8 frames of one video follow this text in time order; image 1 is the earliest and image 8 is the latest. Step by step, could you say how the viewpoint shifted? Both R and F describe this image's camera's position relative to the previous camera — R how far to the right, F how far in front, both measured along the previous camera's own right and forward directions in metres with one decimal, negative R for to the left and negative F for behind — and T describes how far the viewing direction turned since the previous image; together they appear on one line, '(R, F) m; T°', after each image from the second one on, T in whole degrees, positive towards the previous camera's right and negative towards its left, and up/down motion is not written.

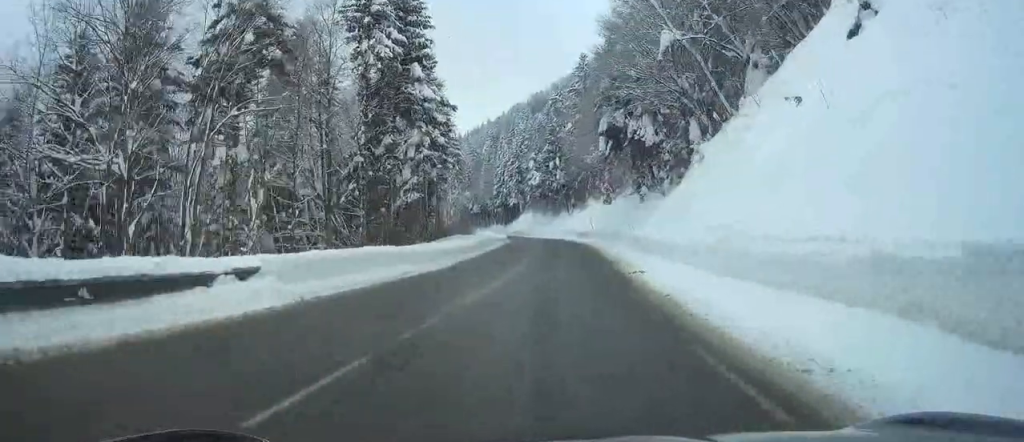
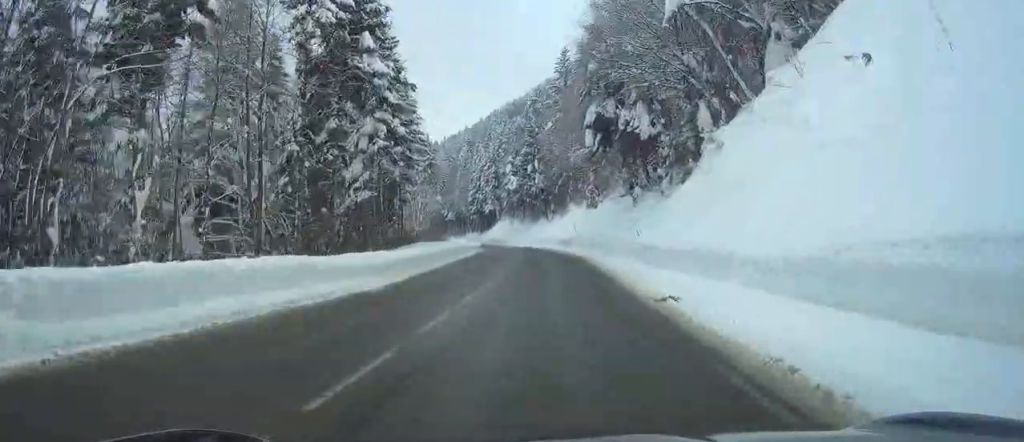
(+0.3, +7.8) m; +1°
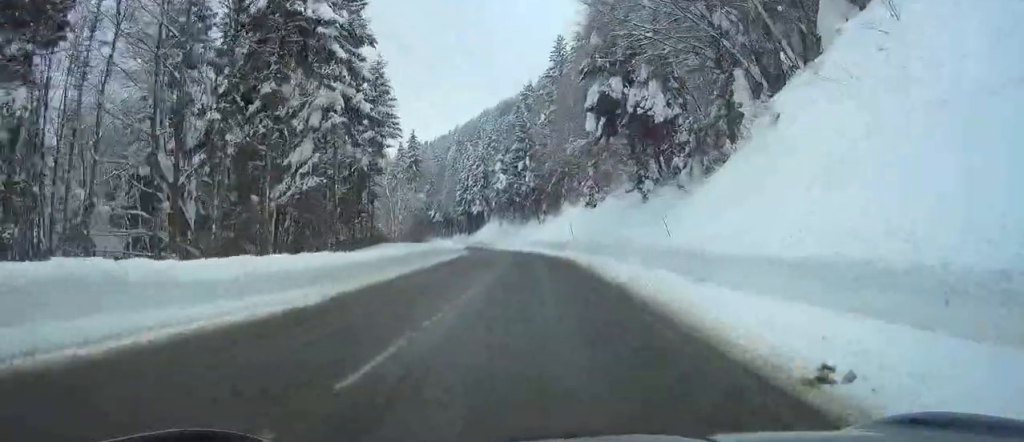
(+0.1, +7.5) m; 0°
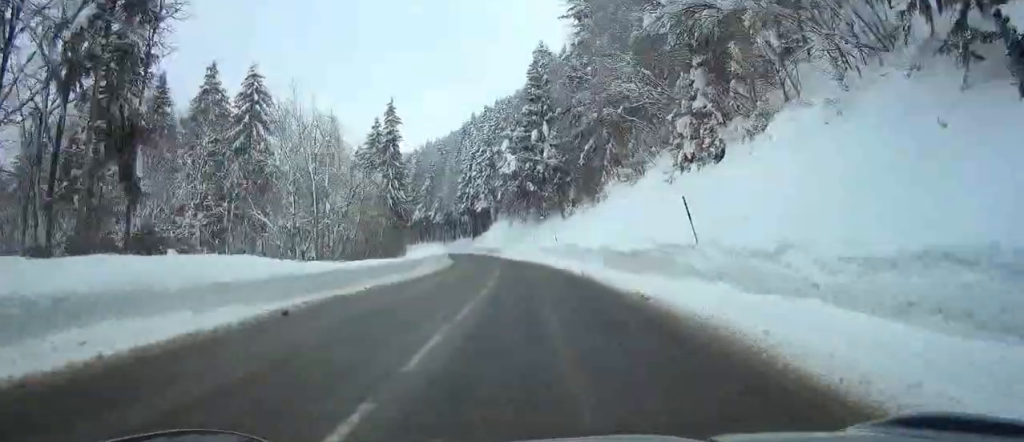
(-0.9, +33.0) m; -4°
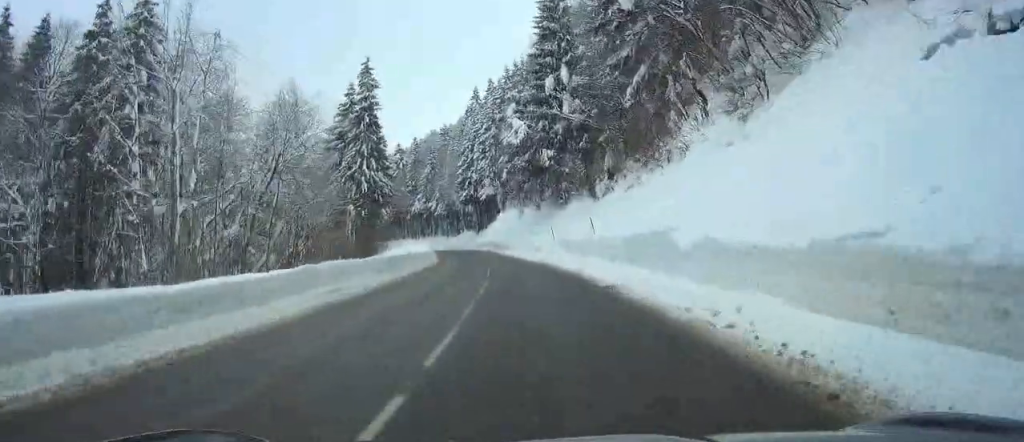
(-0.4, +21.3) m; -1°
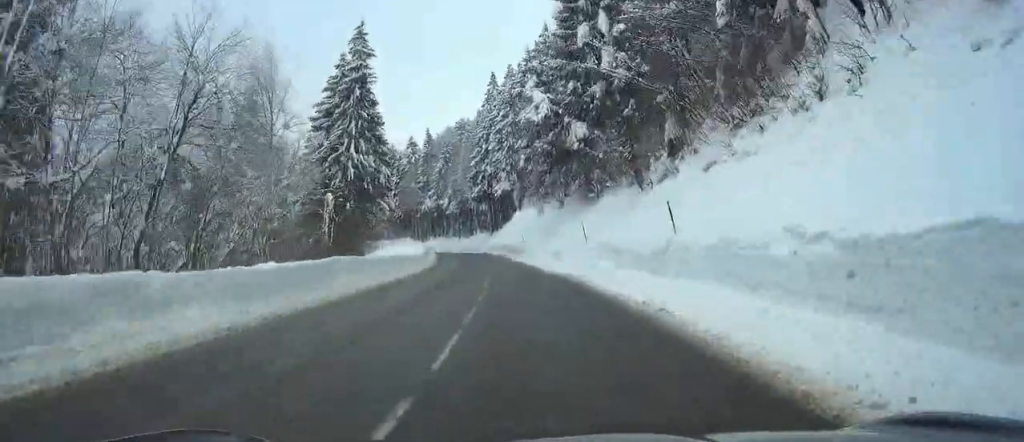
(0.0, +13.1) m; 0°
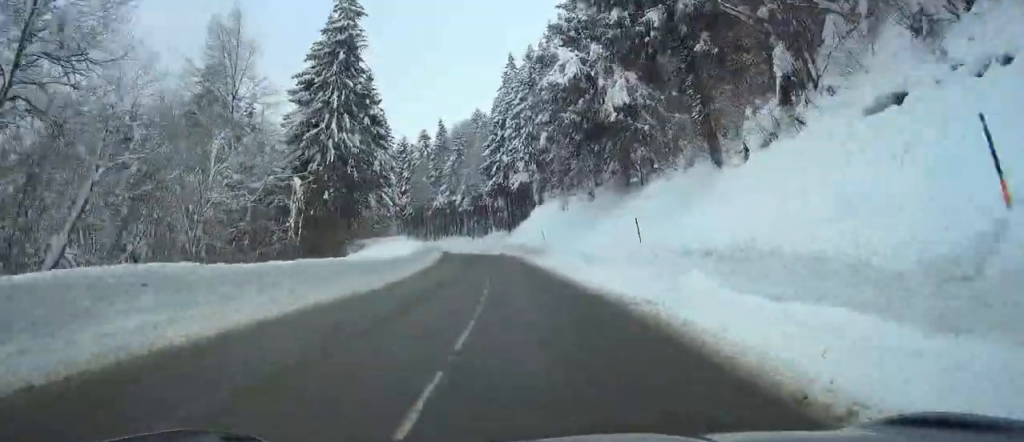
(0.0, +10.9) m; 0°
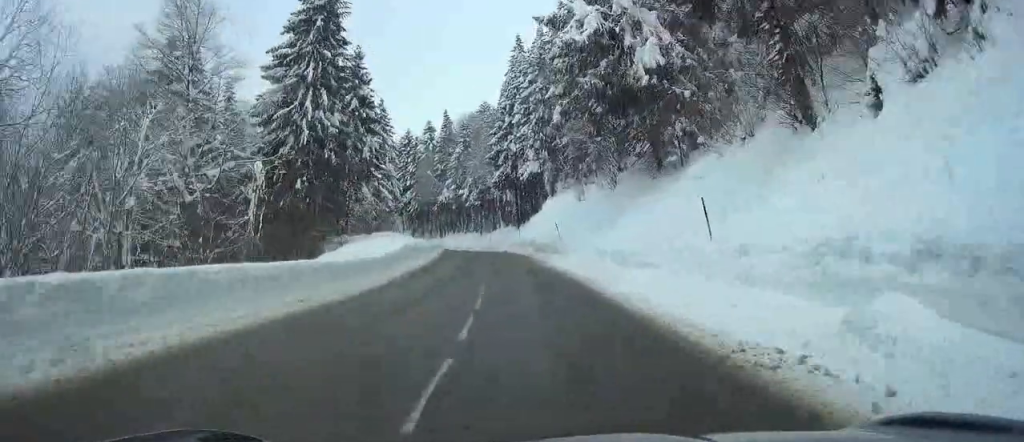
(0.0, +8.7) m; -1°
